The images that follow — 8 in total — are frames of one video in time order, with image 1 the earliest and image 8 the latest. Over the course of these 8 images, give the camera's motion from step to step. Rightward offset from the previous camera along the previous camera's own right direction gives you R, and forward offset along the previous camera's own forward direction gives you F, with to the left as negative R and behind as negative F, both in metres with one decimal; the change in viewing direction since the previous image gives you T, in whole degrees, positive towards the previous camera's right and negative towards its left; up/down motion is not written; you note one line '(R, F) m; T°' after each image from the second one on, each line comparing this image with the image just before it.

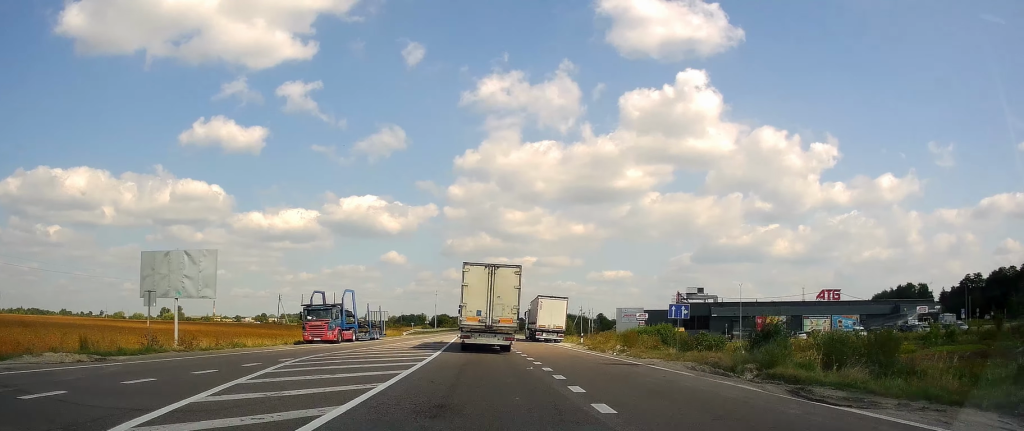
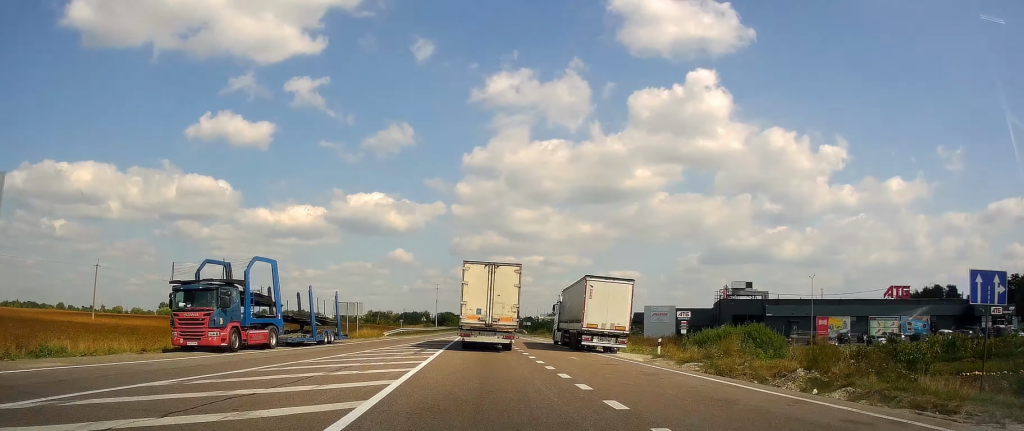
(-0.7, +20.8) m; -1°
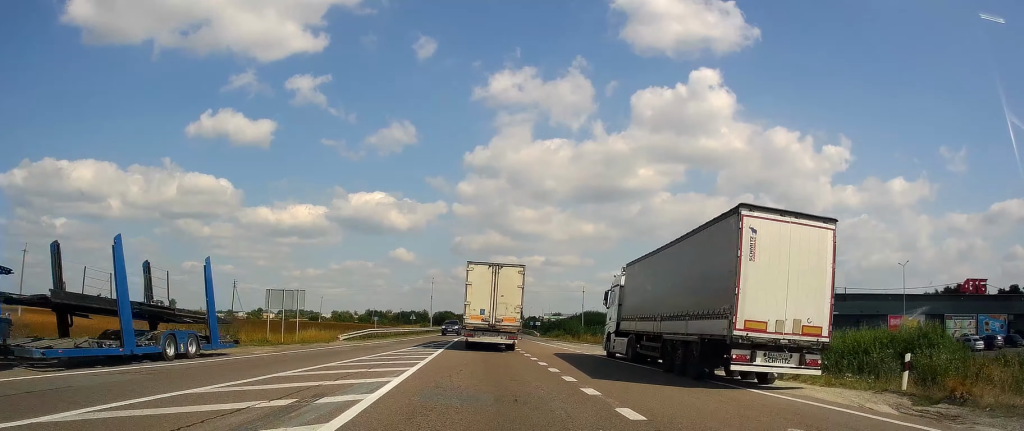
(+0.4, +19.1) m; 0°
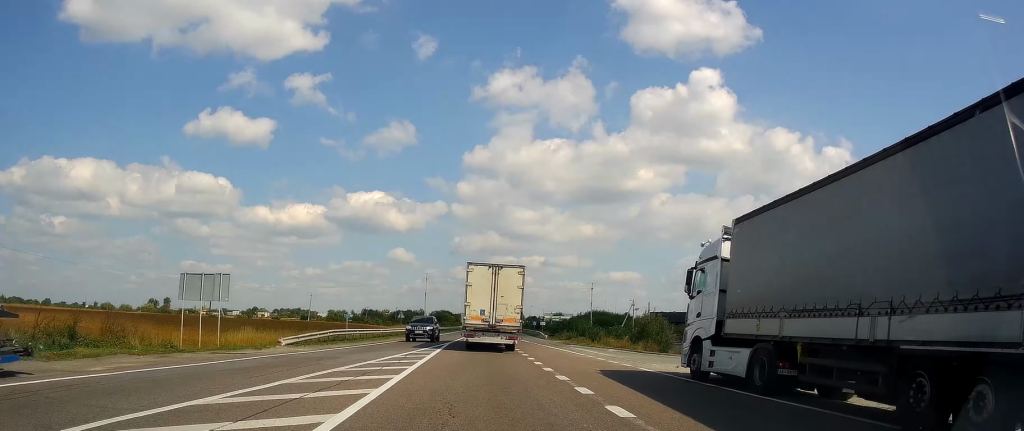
(-0.4, +11.7) m; 0°
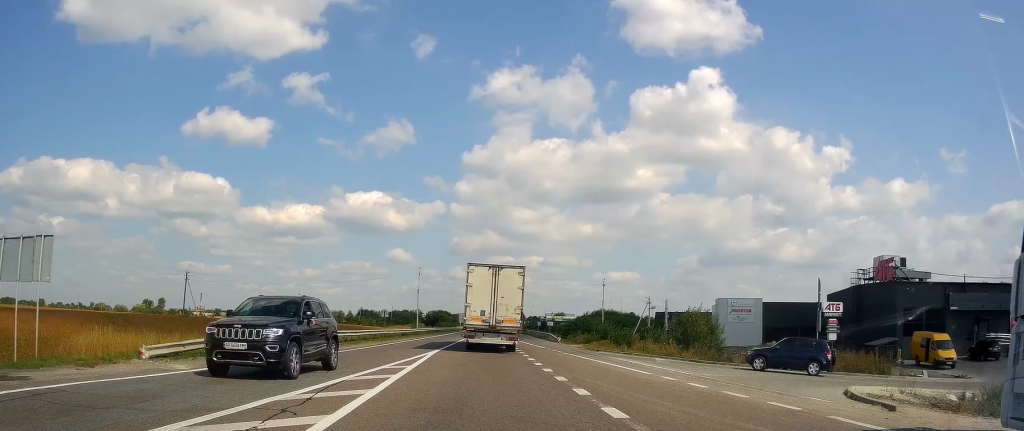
(+0.2, +12.3) m; +1°
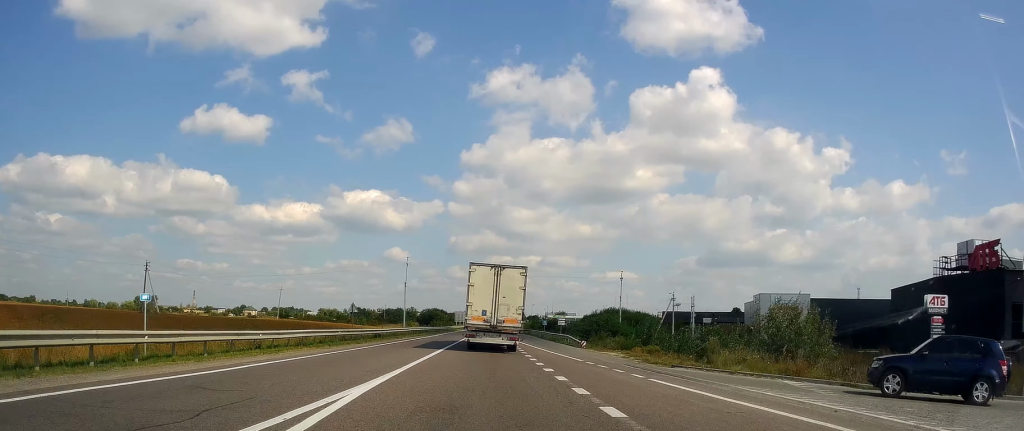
(+0.1, +15.1) m; 0°
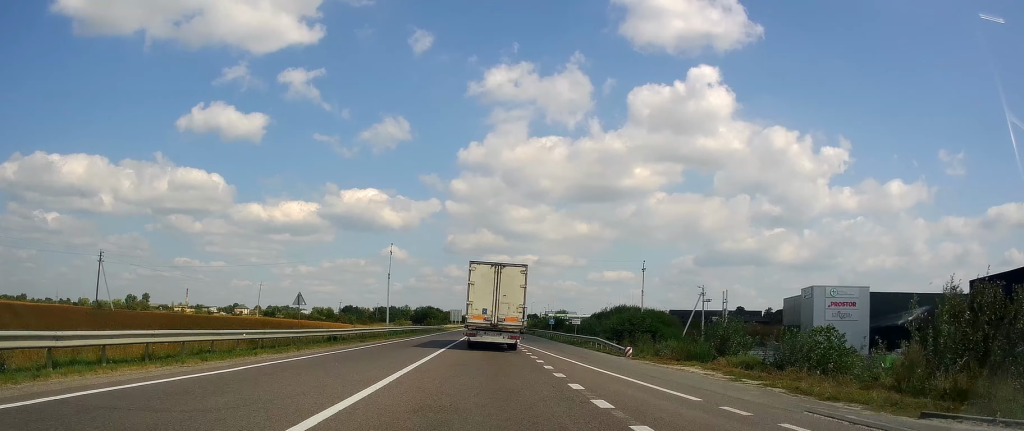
(-0.1, +13.7) m; -1°
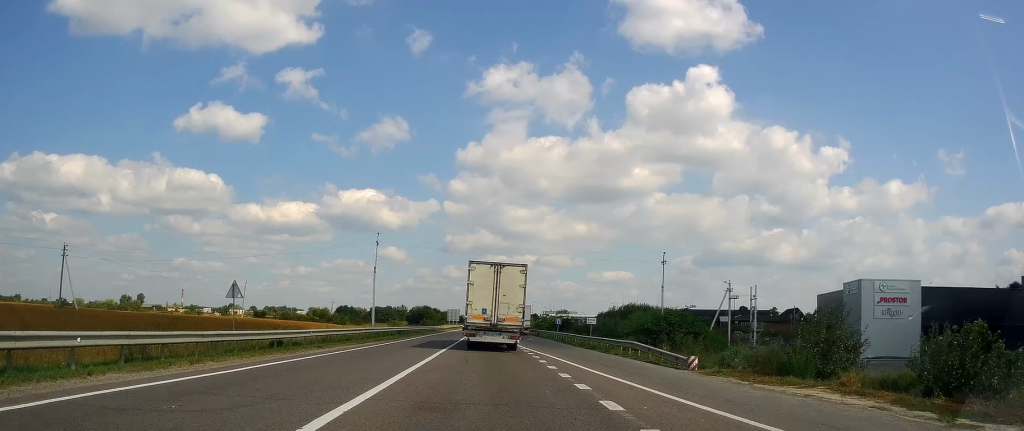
(-0.1, +9.4) m; 0°
